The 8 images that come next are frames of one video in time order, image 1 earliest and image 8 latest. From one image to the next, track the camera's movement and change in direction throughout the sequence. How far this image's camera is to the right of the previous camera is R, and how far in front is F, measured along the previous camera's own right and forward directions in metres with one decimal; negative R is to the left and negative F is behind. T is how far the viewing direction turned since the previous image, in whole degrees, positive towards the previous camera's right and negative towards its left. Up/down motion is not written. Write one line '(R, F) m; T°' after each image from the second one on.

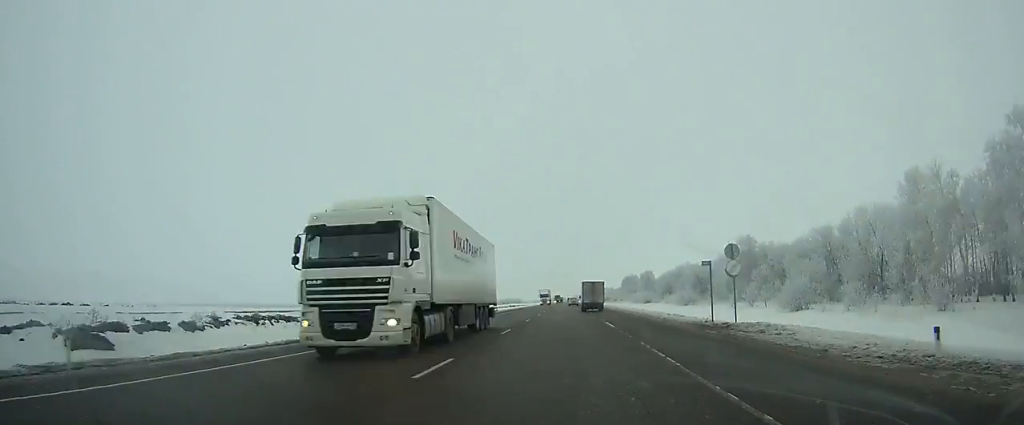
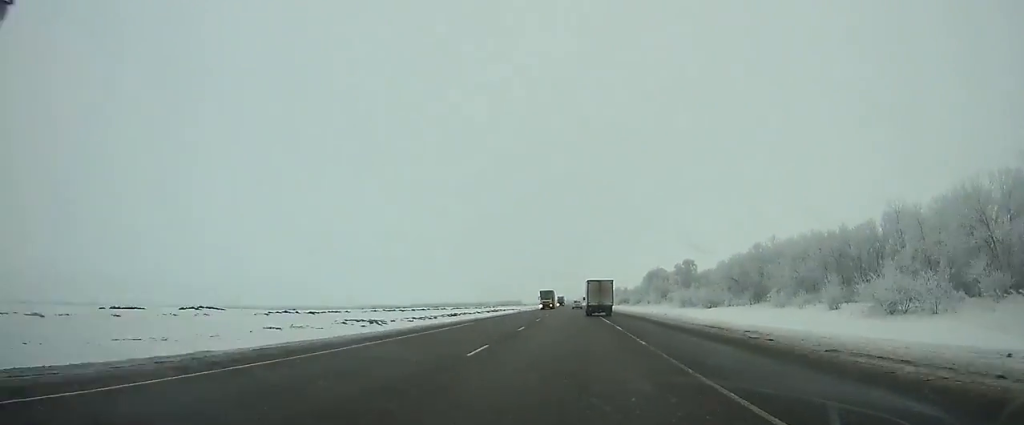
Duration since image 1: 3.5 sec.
(-0.3, +94.5) m; 0°
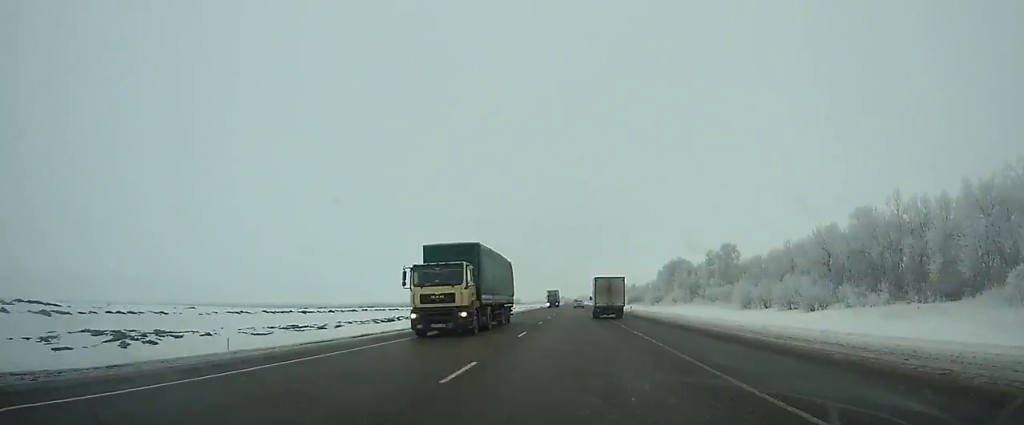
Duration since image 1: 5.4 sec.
(0.0, +52.1) m; 0°
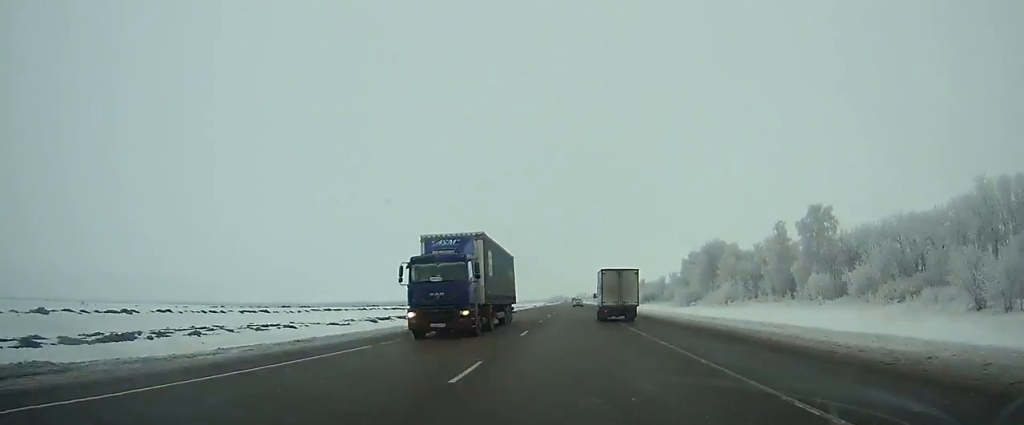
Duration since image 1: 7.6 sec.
(+0.2, +61.9) m; 0°
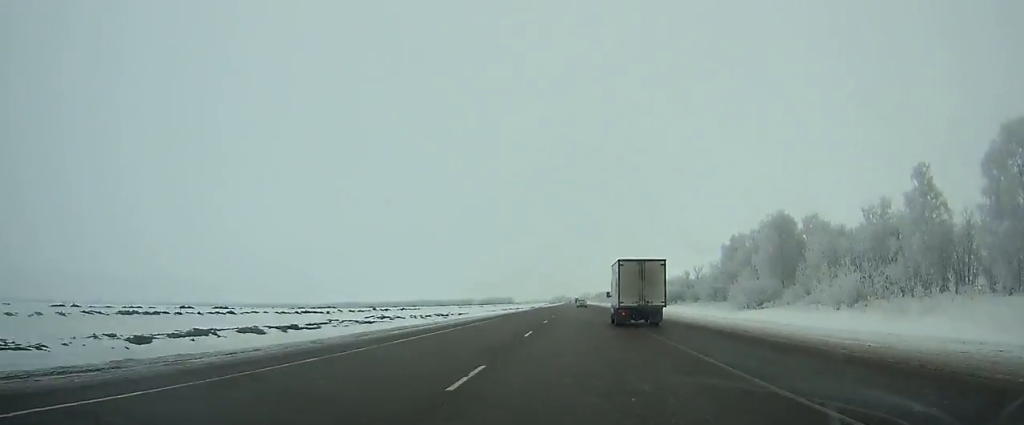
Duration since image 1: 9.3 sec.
(0.0, +48.5) m; 0°
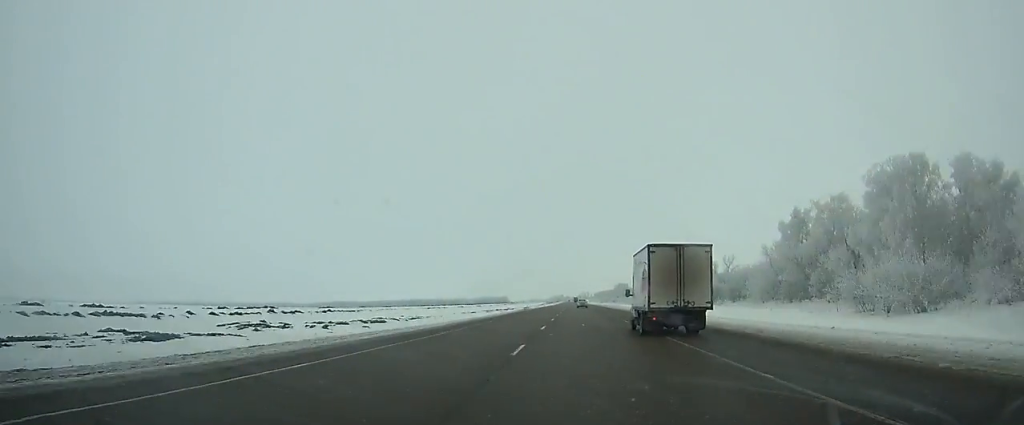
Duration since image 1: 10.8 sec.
(-0.1, +43.3) m; 0°
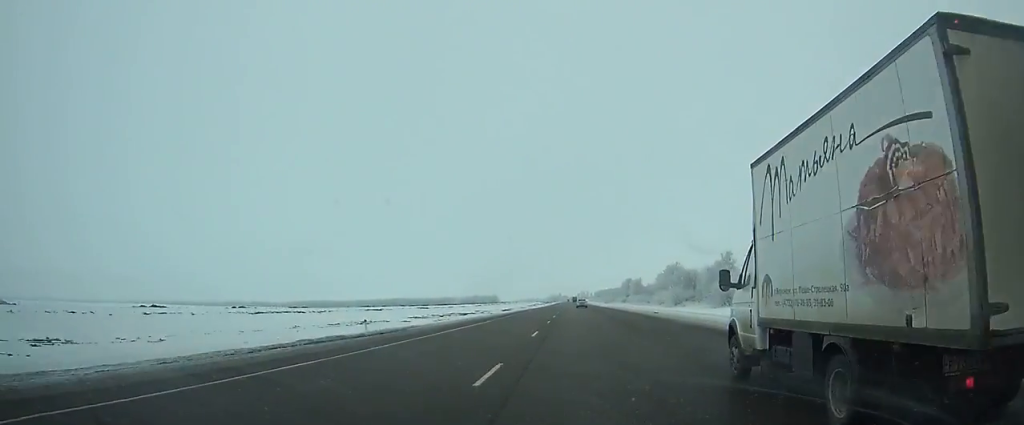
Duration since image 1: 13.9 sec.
(+0.1, +90.9) m; 0°
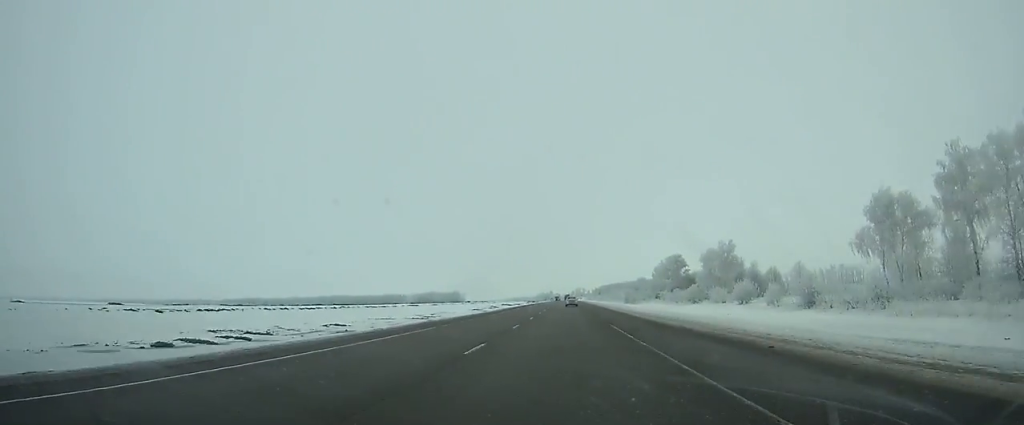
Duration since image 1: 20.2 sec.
(+1.0, +188.9) m; 0°
